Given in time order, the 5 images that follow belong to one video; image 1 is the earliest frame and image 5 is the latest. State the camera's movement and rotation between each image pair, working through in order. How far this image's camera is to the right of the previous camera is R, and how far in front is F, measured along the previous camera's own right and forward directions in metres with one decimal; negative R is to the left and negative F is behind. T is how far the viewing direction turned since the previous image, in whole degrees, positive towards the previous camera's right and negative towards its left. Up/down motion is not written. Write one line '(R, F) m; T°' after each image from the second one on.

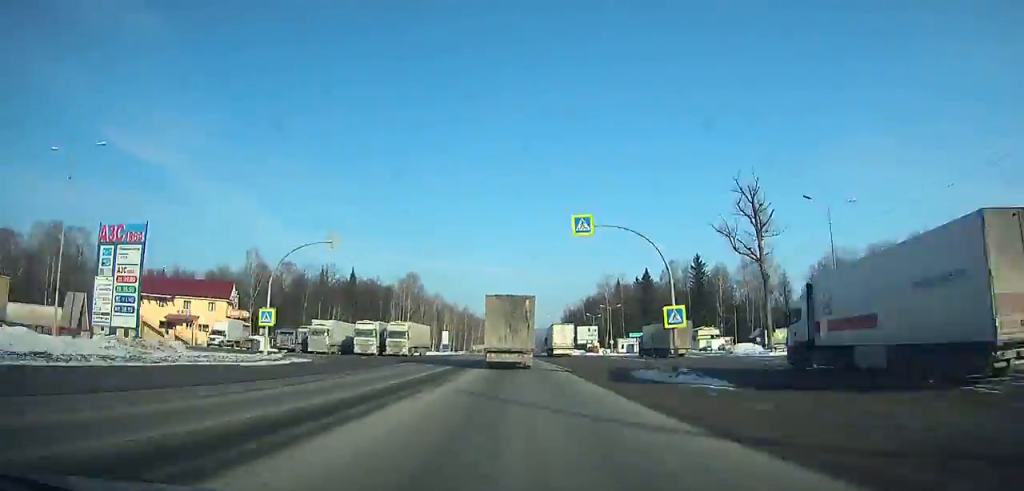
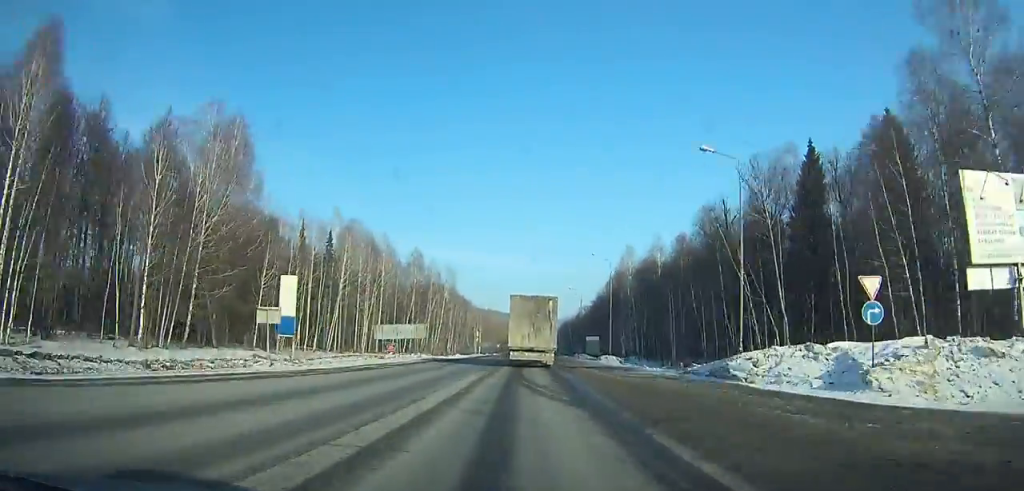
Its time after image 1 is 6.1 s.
(+0.1, +131.1) m; +1°
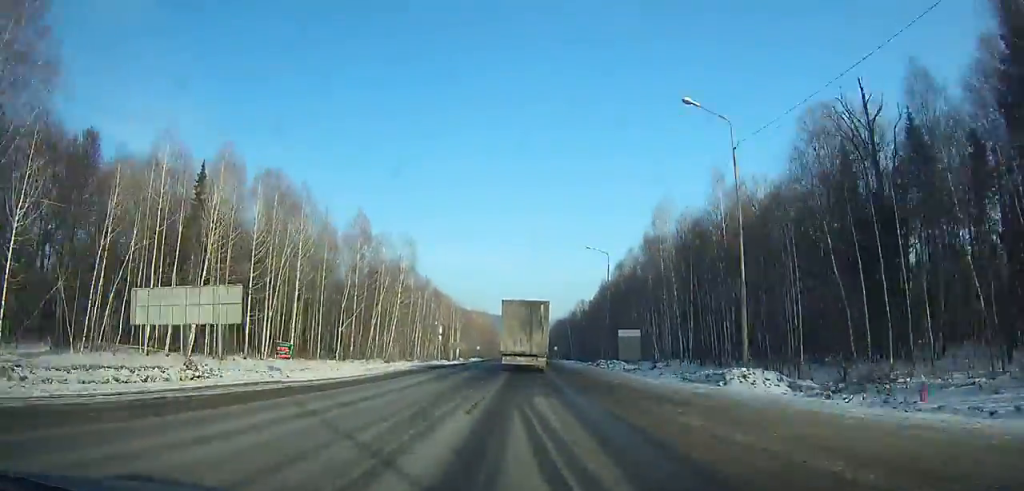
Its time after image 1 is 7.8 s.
(+0.4, +36.9) m; +1°
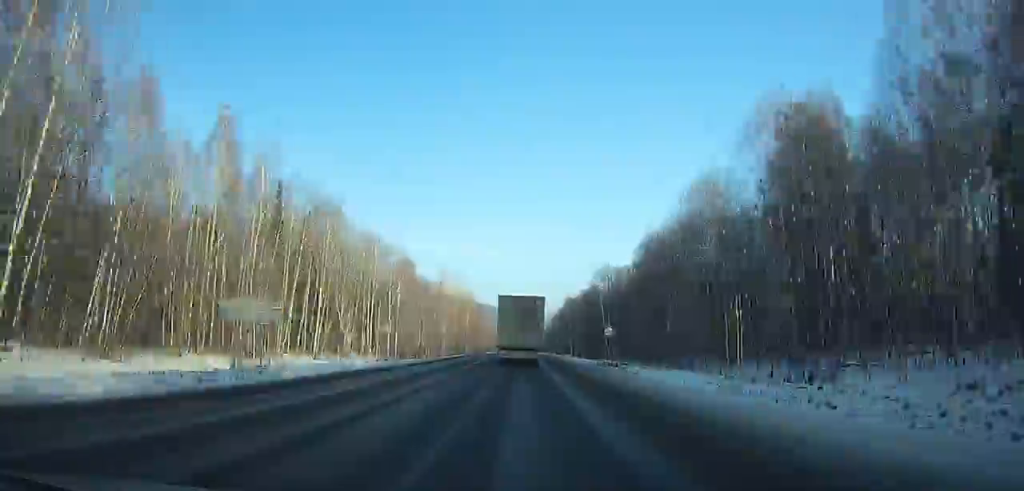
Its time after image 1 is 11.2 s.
(+0.6, +74.2) m; 0°
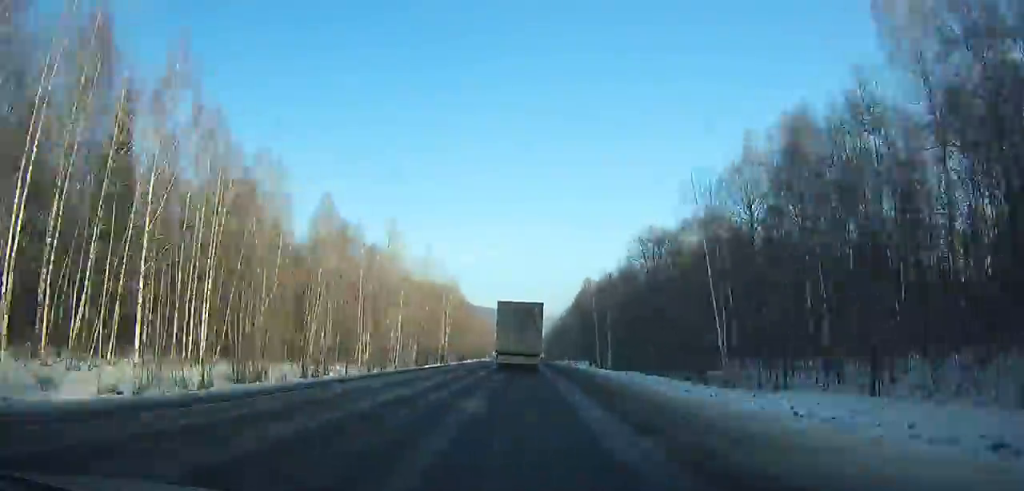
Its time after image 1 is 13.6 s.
(-0.1, +53.0) m; 0°
